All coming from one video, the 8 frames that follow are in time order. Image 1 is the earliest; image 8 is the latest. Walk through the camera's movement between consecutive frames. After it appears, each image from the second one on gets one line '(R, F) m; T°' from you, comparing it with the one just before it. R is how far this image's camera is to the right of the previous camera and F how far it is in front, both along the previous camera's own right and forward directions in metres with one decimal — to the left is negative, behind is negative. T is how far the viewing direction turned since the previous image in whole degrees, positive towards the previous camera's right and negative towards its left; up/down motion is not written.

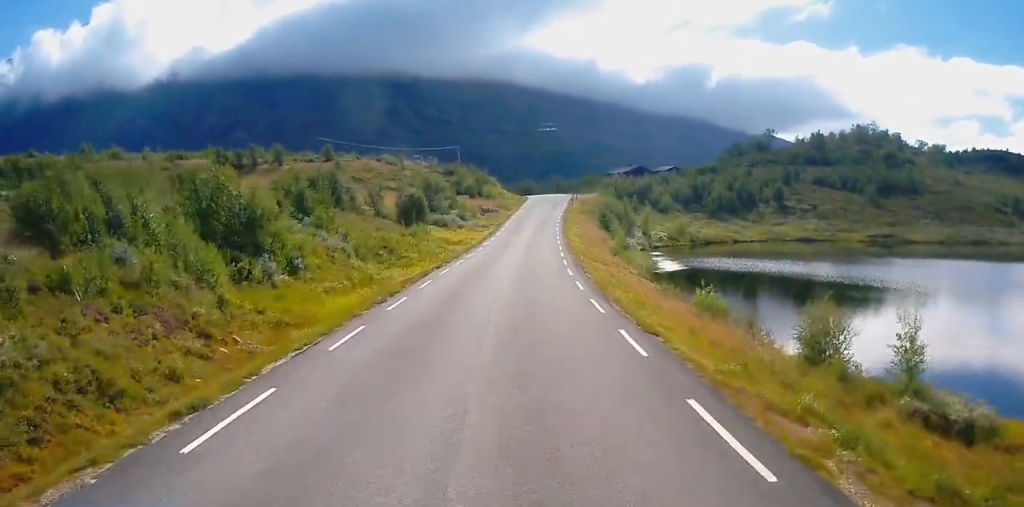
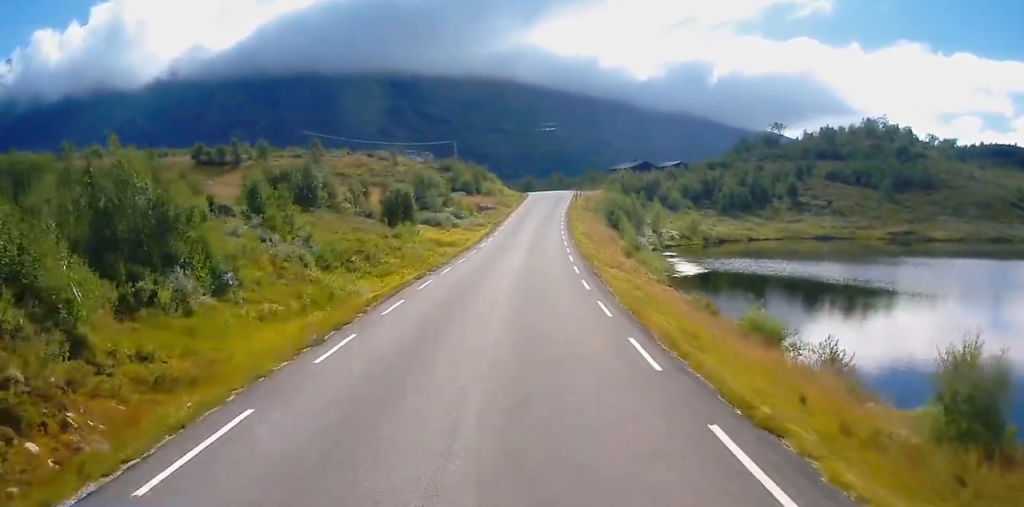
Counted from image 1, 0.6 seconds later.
(+0.2, +7.3) m; 0°
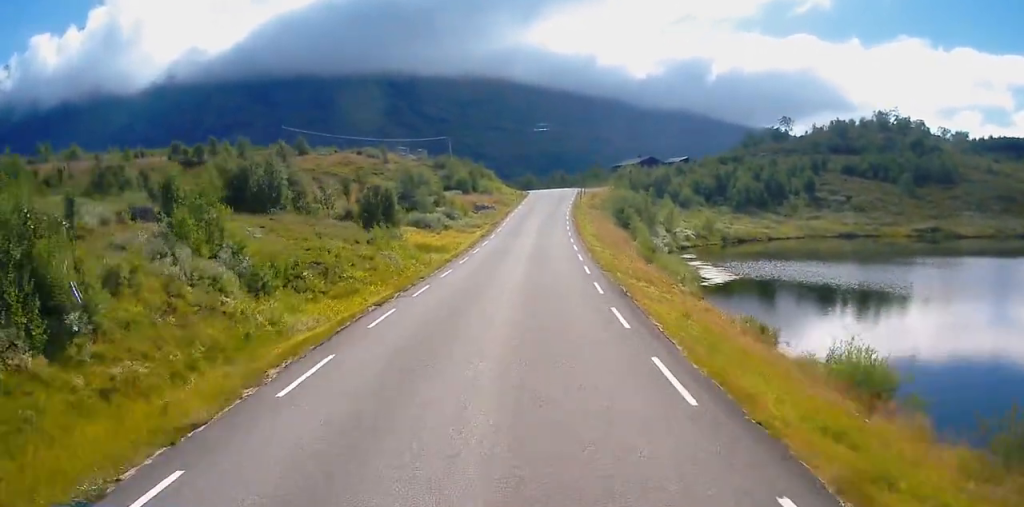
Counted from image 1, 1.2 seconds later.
(-0.2, +8.3) m; -1°
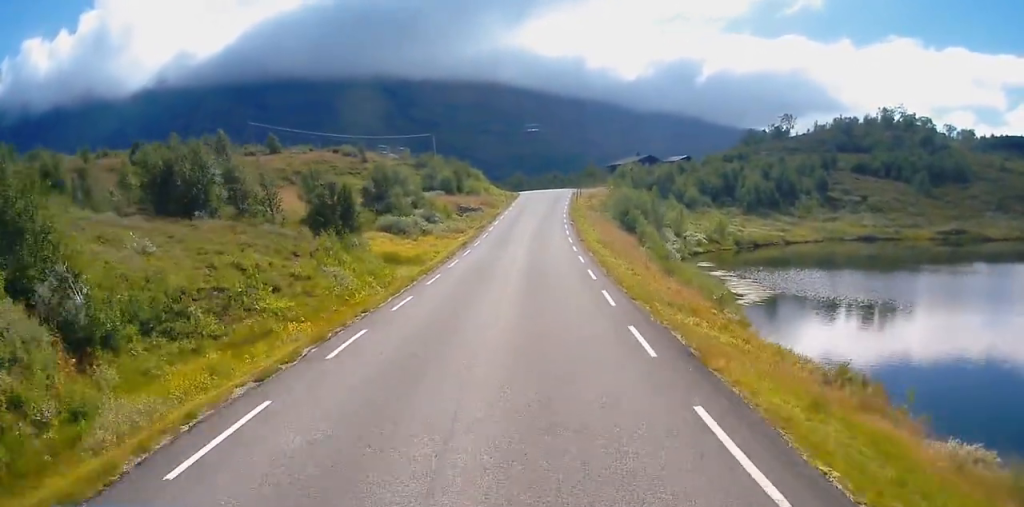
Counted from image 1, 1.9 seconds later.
(0.0, +9.3) m; 0°
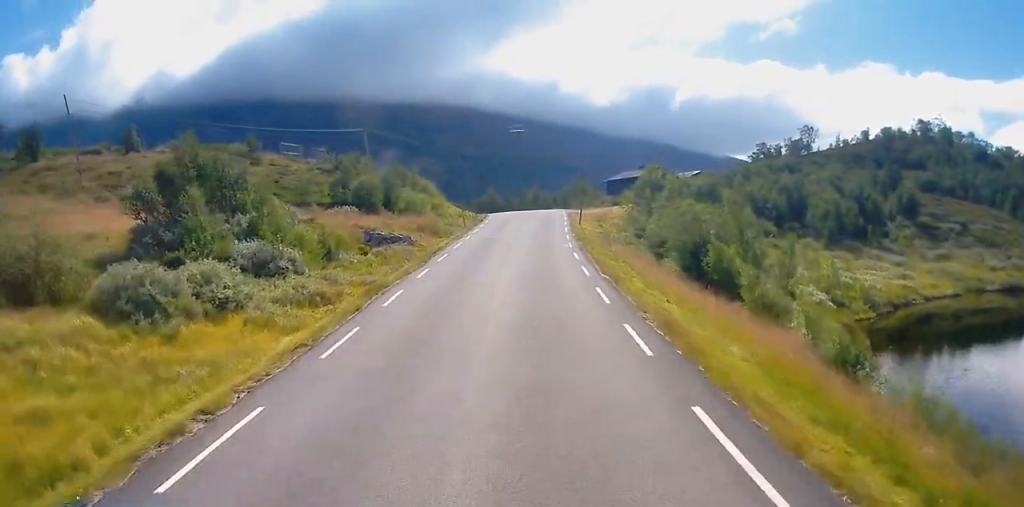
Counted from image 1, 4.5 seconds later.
(+0.5, +36.1) m; +2°
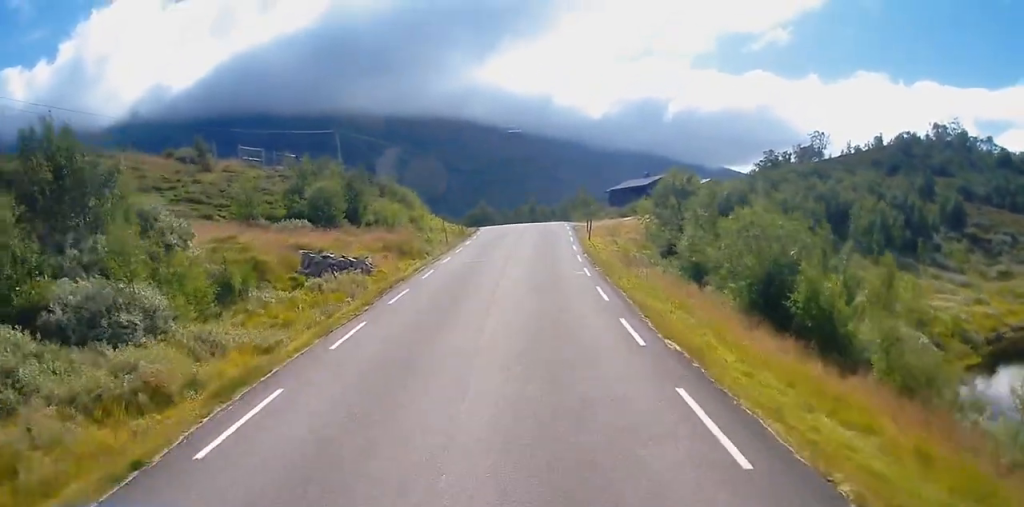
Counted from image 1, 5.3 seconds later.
(+0.3, +11.1) m; +1°
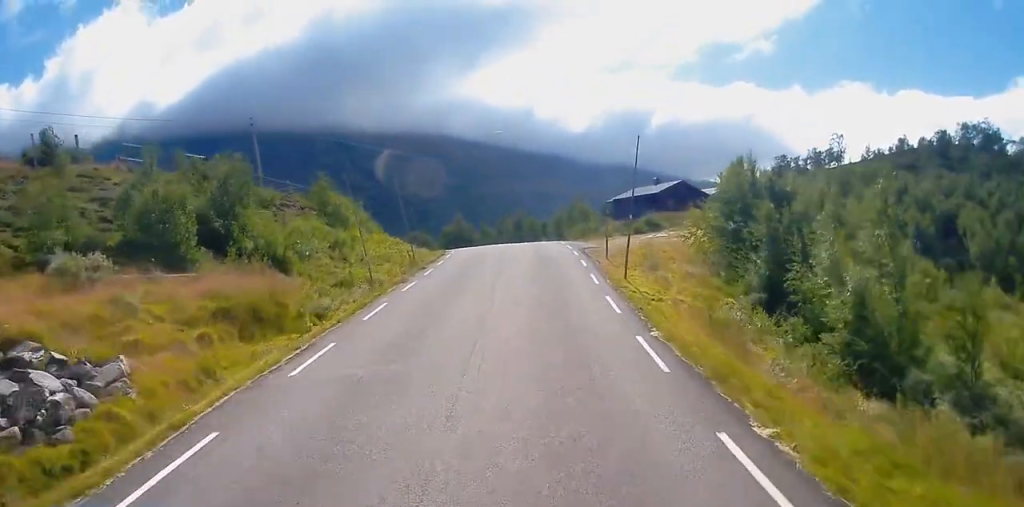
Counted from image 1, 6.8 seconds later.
(0.0, +19.8) m; +1°
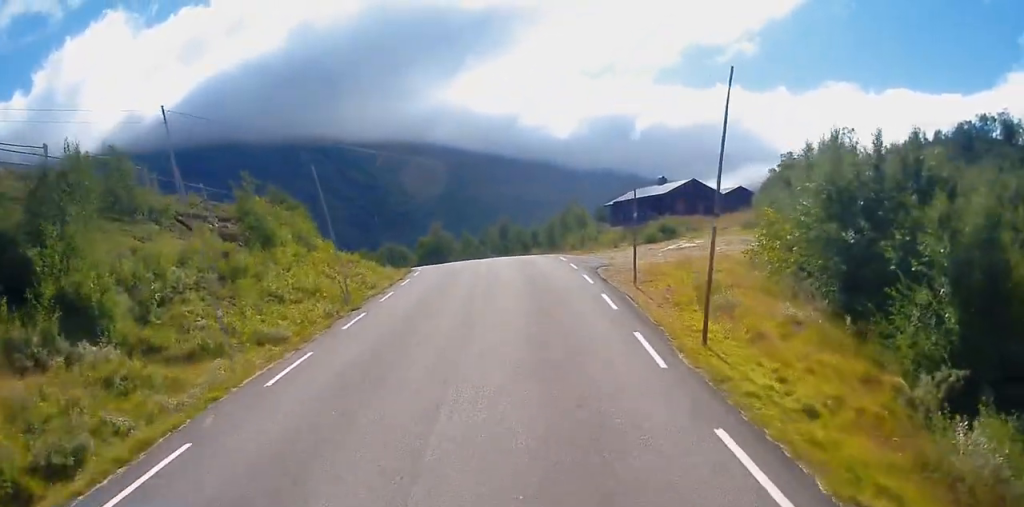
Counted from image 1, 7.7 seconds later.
(+0.1, +11.9) m; +1°
